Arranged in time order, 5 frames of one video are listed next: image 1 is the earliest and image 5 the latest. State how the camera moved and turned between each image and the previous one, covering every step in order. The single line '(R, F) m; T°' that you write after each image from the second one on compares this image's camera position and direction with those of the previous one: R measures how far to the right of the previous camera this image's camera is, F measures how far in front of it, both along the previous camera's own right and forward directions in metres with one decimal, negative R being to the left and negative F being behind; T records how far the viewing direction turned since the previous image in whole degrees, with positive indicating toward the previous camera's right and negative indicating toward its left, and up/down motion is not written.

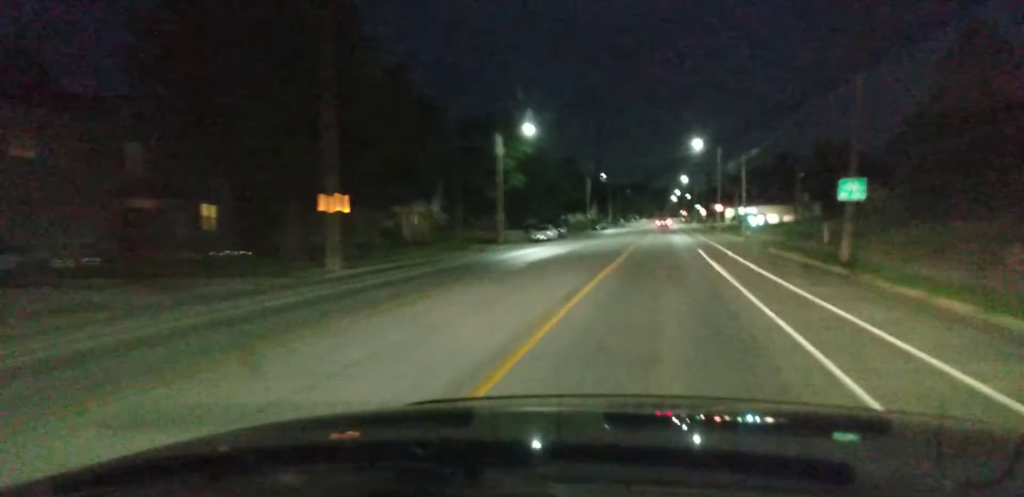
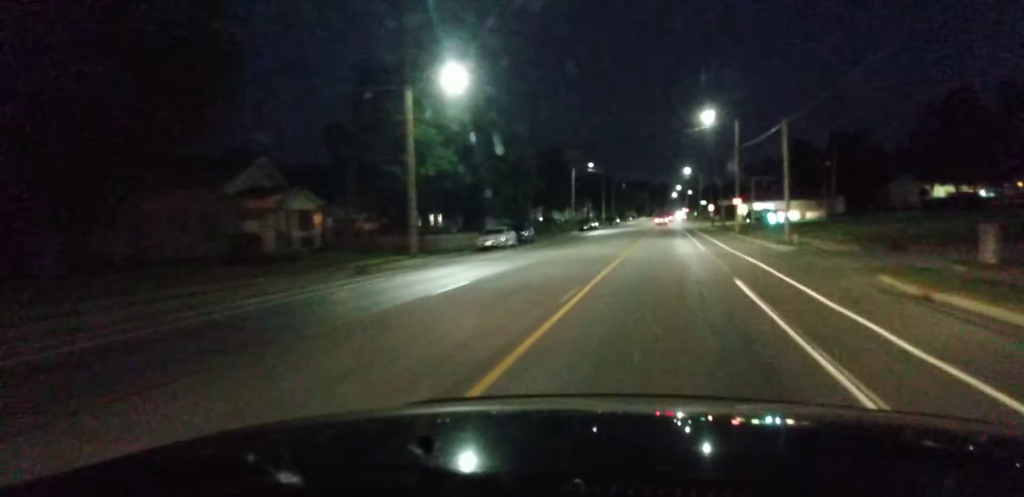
(-0.5, +21.5) m; -3°
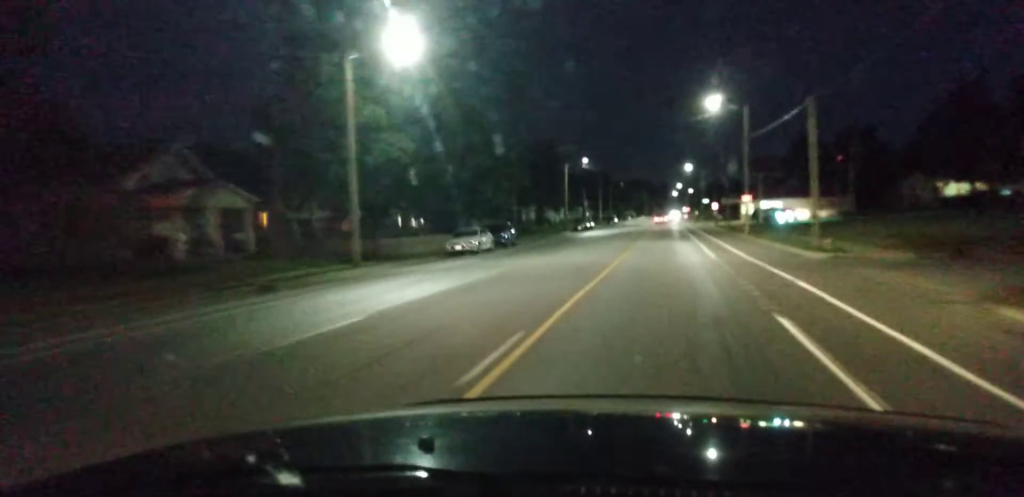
(-0.3, +6.6) m; 0°
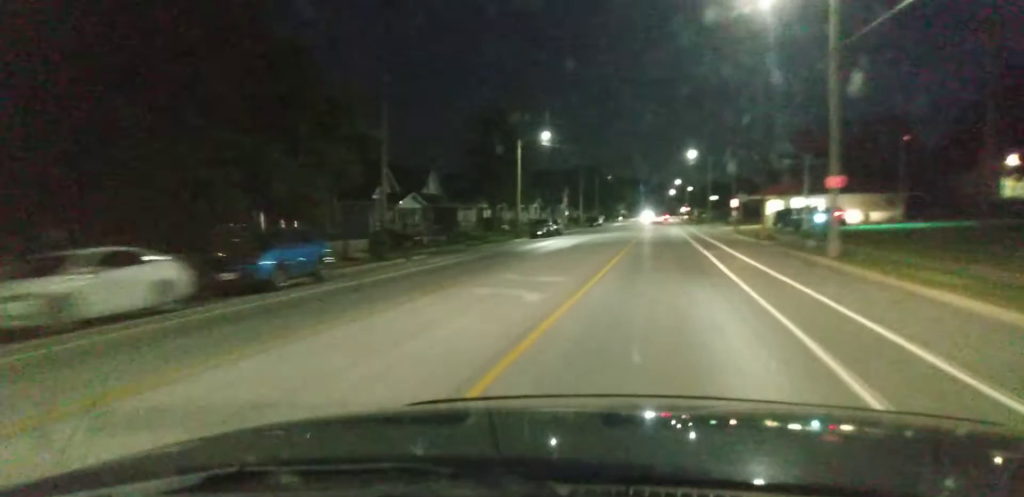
(+0.8, +30.4) m; +2°
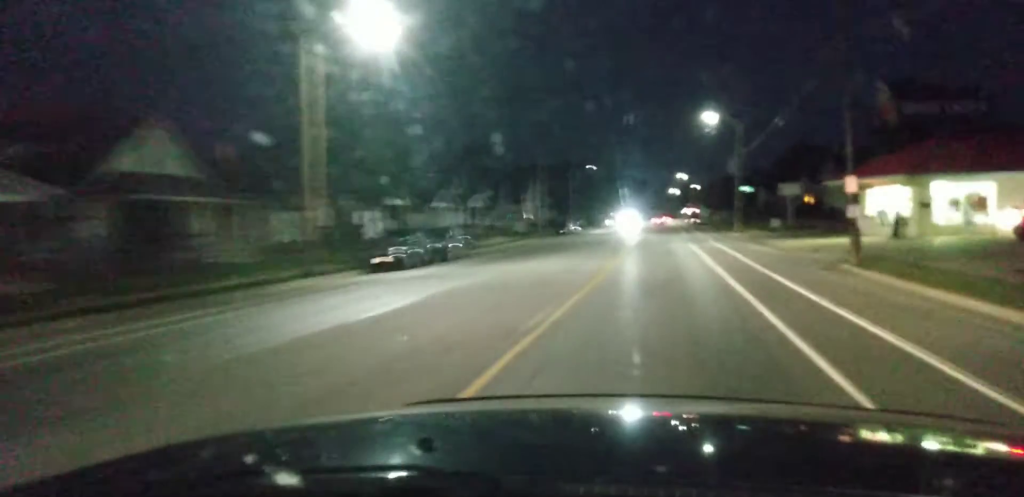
(+0.5, +39.7) m; +2°
